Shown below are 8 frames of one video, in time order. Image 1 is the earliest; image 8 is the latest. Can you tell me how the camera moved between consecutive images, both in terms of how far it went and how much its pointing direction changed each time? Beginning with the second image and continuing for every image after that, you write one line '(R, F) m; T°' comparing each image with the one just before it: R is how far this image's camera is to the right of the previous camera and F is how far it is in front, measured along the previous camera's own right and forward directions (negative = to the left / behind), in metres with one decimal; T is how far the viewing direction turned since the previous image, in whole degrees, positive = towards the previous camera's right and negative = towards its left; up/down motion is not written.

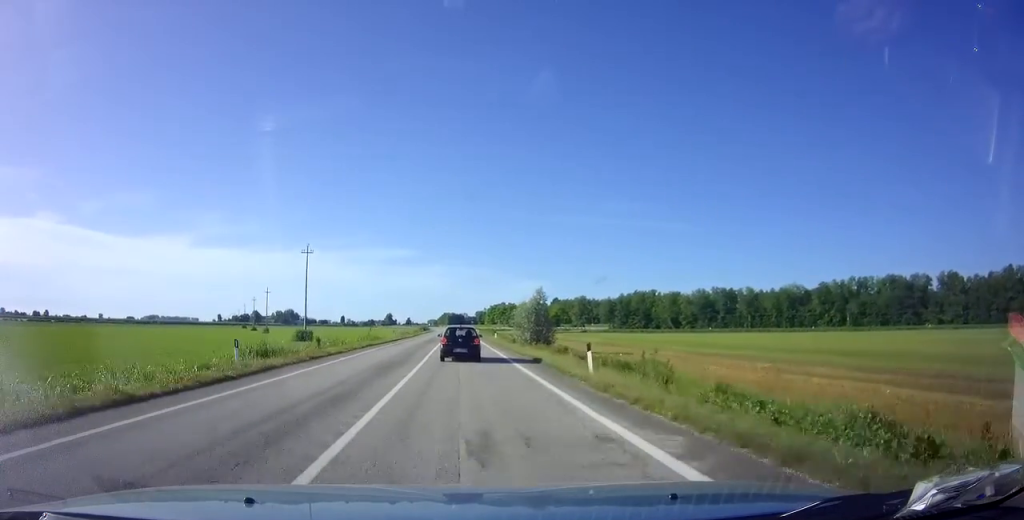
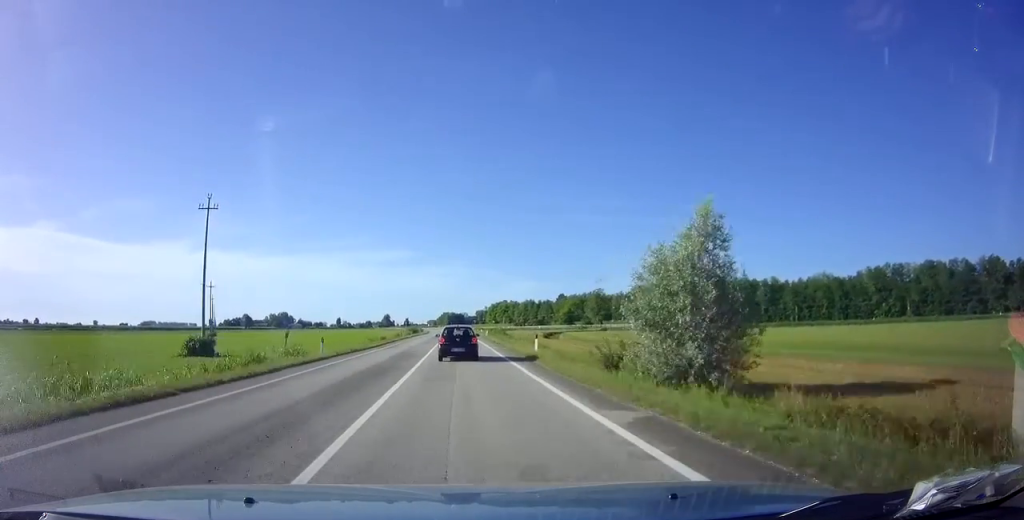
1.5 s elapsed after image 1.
(0.0, +28.9) m; 0°
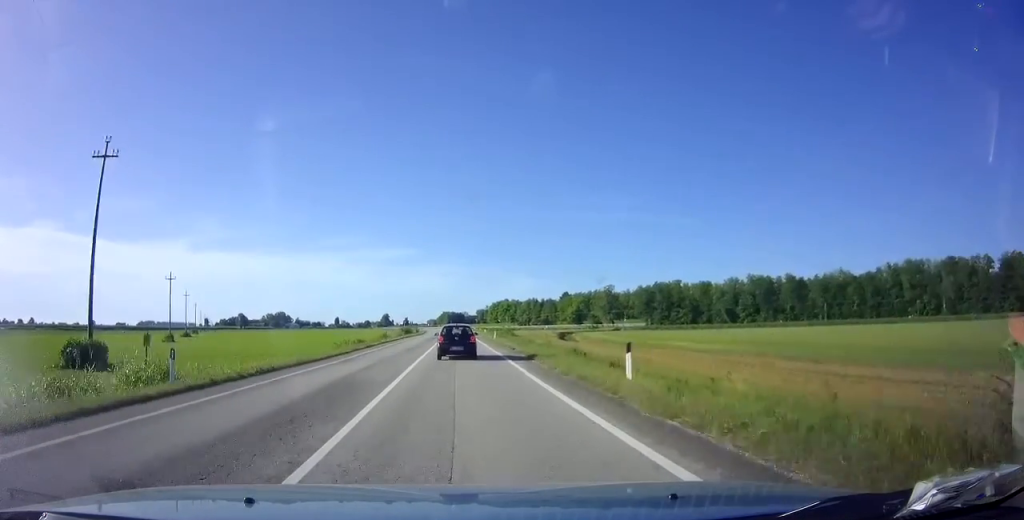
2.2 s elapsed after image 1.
(+0.1, +14.6) m; 0°
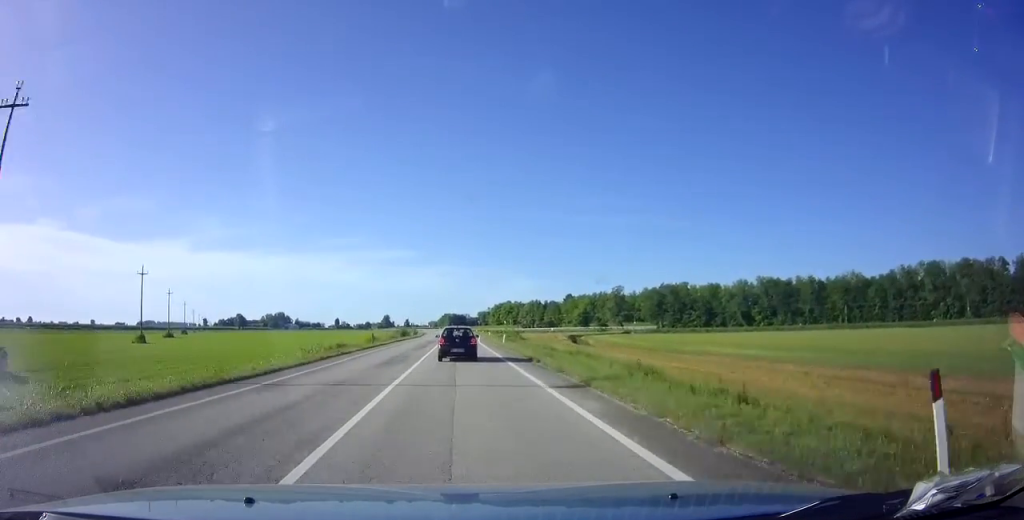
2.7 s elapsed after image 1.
(0.0, +9.3) m; 0°
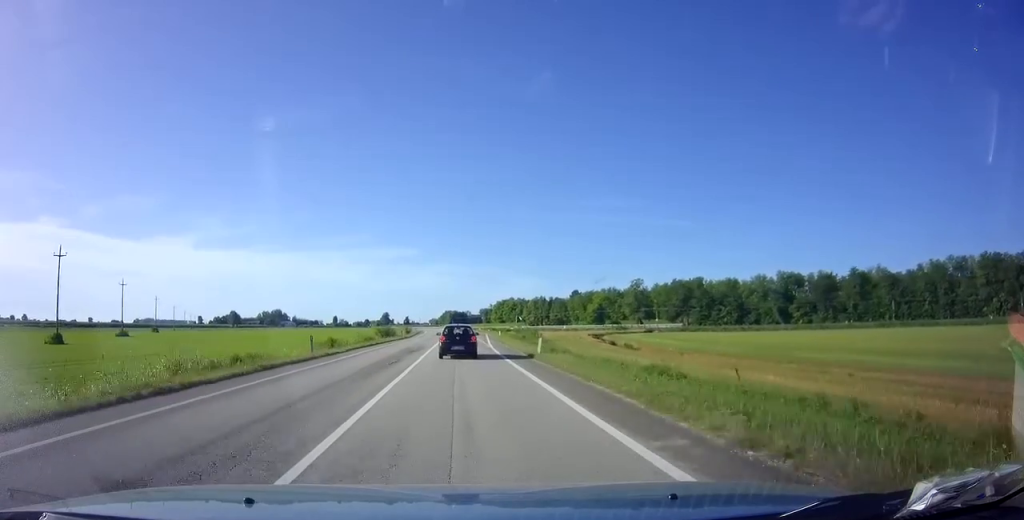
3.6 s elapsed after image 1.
(-0.1, +18.4) m; 0°
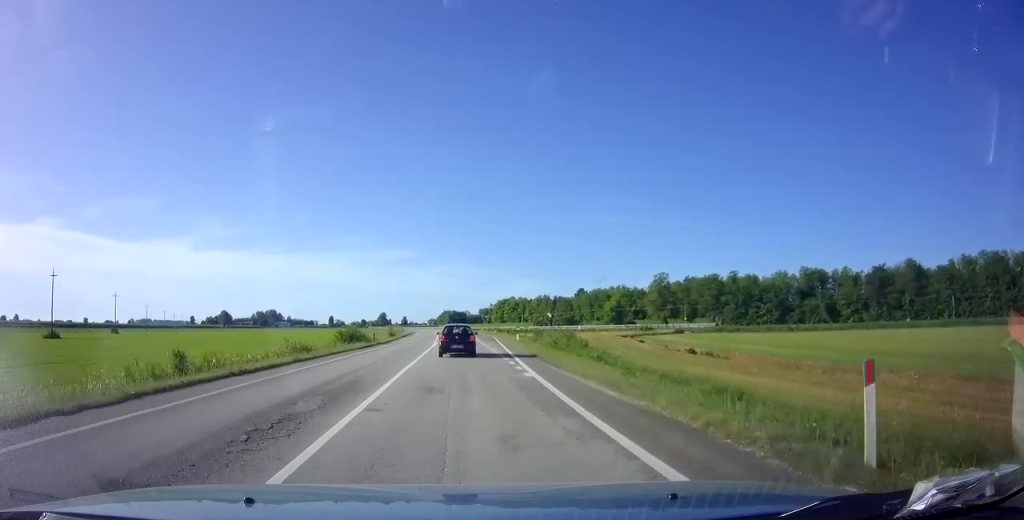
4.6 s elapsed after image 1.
(0.0, +20.2) m; 0°
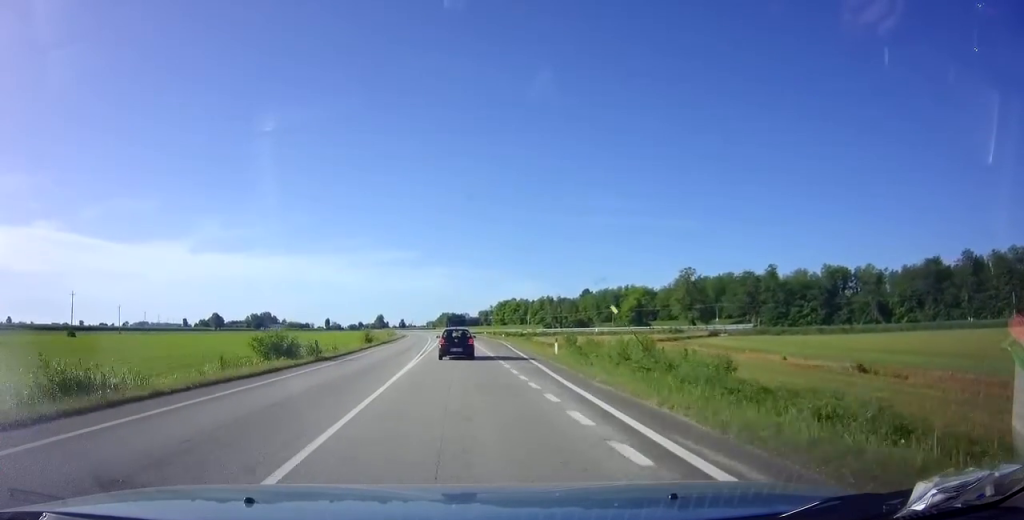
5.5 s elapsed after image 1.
(0.0, +17.5) m; 0°
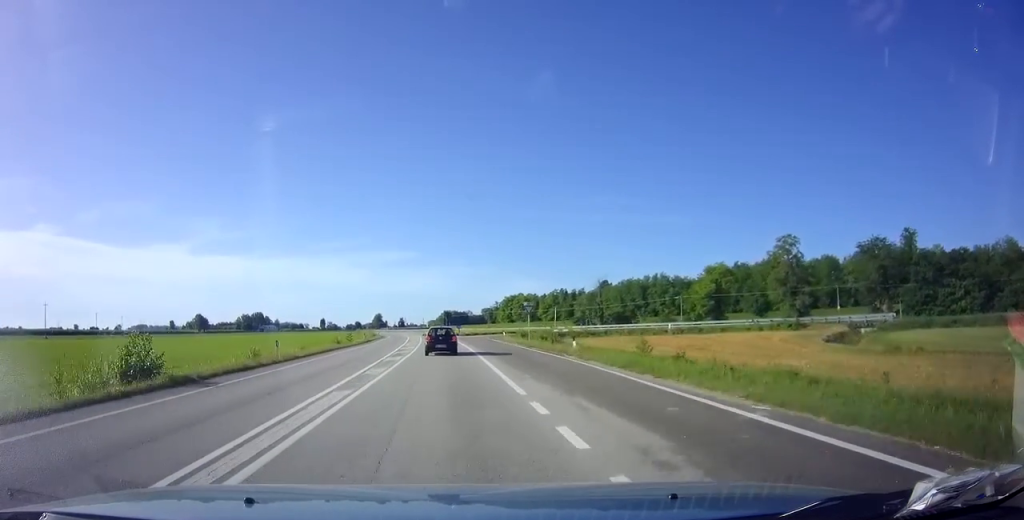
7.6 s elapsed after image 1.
(0.0, +41.0) m; 0°
